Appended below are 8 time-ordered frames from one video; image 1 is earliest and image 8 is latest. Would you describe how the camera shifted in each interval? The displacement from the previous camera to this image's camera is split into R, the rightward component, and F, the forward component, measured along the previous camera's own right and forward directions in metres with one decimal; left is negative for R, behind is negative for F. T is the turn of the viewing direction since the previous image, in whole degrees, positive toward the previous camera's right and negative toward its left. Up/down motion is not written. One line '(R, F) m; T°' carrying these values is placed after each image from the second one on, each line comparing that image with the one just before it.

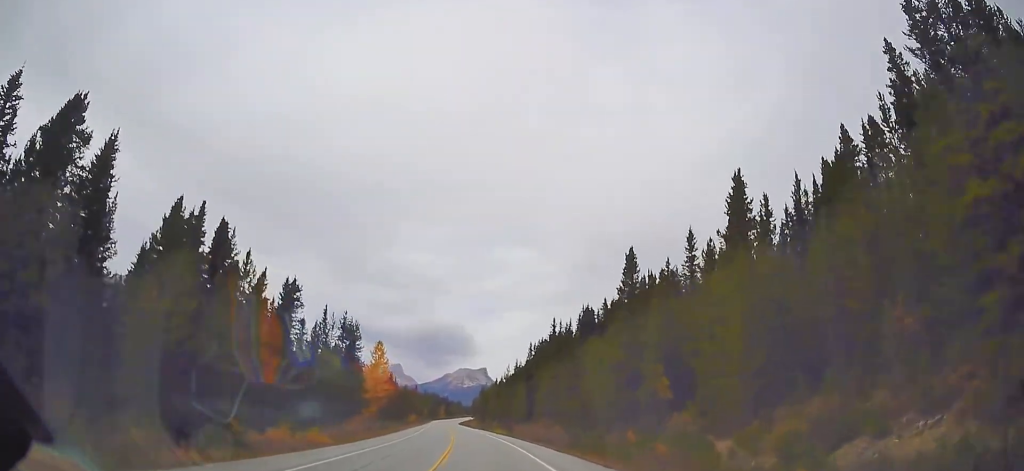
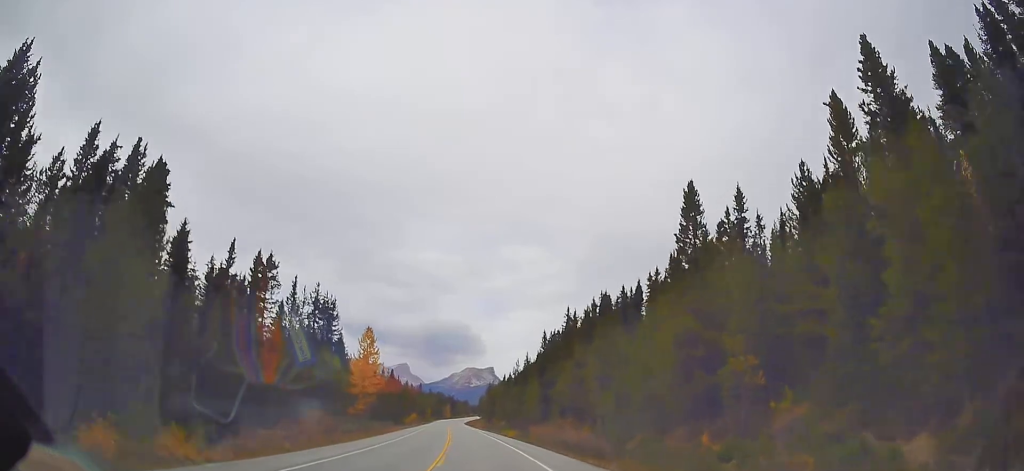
(0.0, +14.5) m; -1°
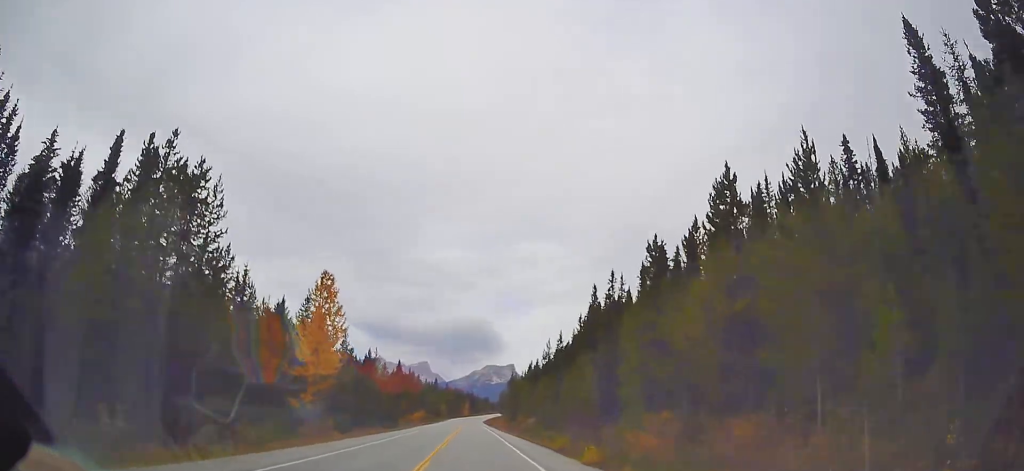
(-0.7, +30.7) m; -2°
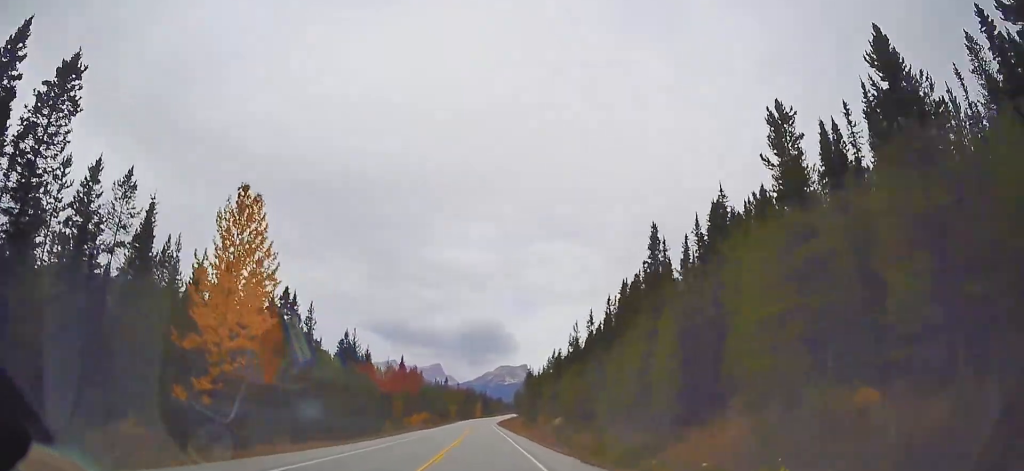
(-0.2, +21.0) m; -1°
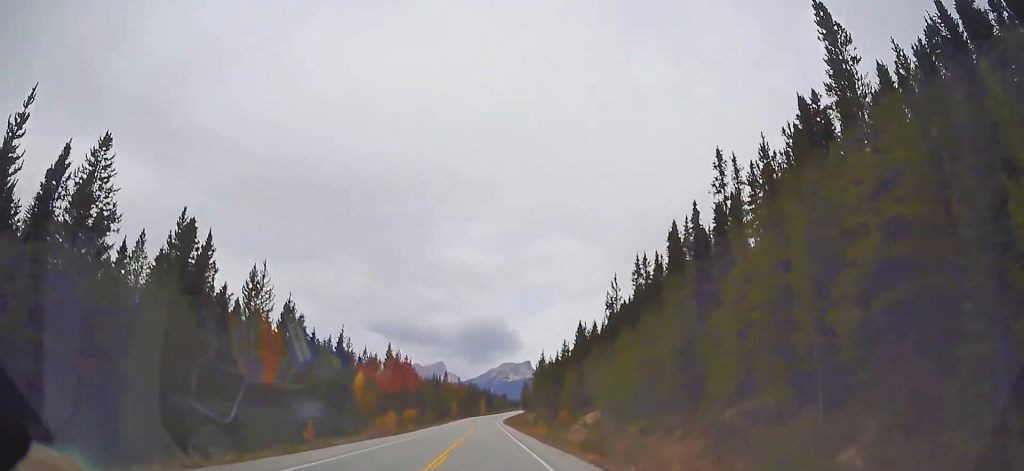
(-0.3, +28.2) m; -1°
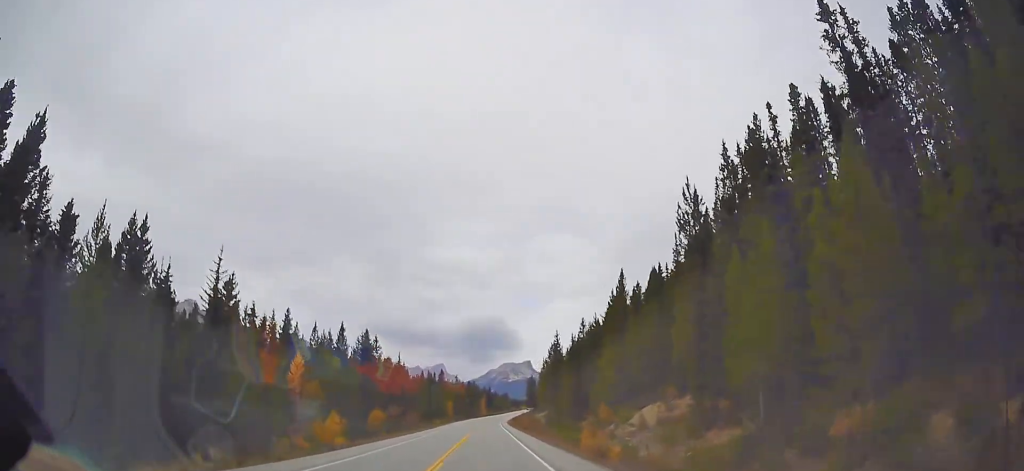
(-0.2, +27.3) m; -1°
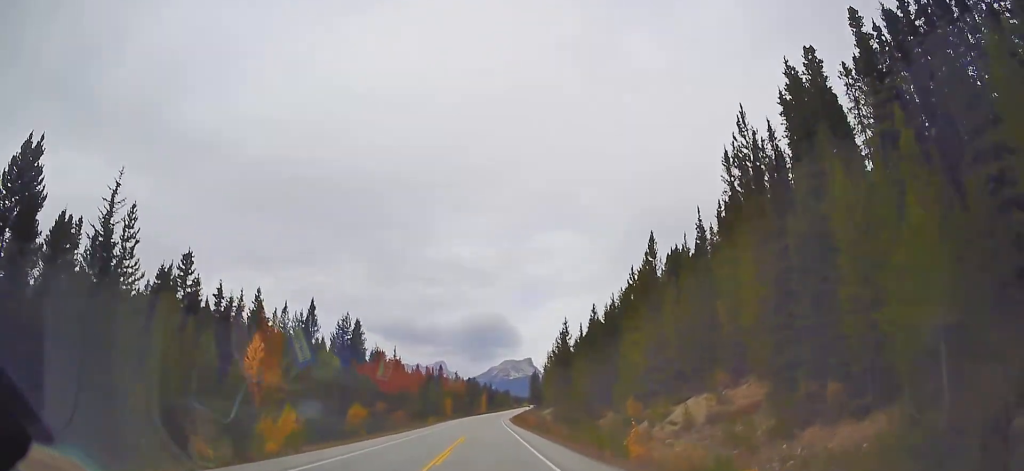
(-0.1, +10.4) m; 0°
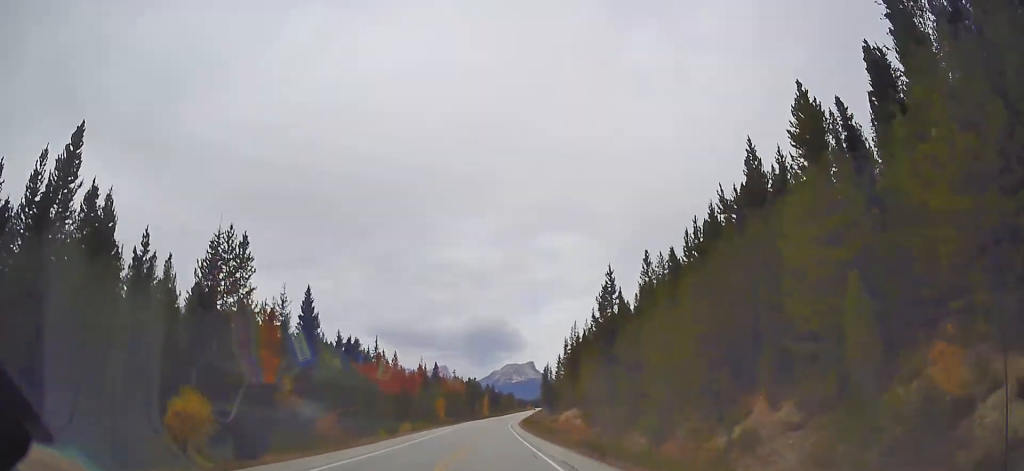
(+0.2, +32.1) m; 0°
